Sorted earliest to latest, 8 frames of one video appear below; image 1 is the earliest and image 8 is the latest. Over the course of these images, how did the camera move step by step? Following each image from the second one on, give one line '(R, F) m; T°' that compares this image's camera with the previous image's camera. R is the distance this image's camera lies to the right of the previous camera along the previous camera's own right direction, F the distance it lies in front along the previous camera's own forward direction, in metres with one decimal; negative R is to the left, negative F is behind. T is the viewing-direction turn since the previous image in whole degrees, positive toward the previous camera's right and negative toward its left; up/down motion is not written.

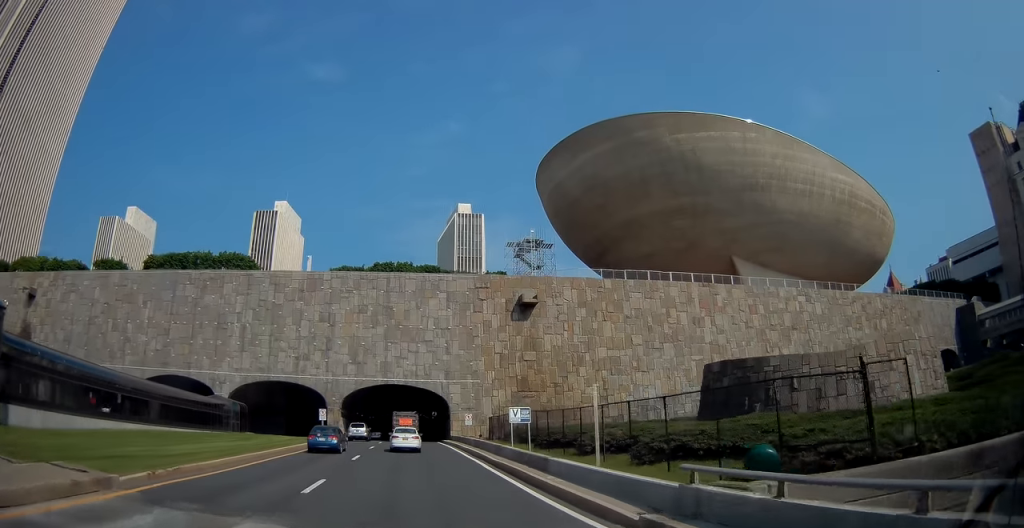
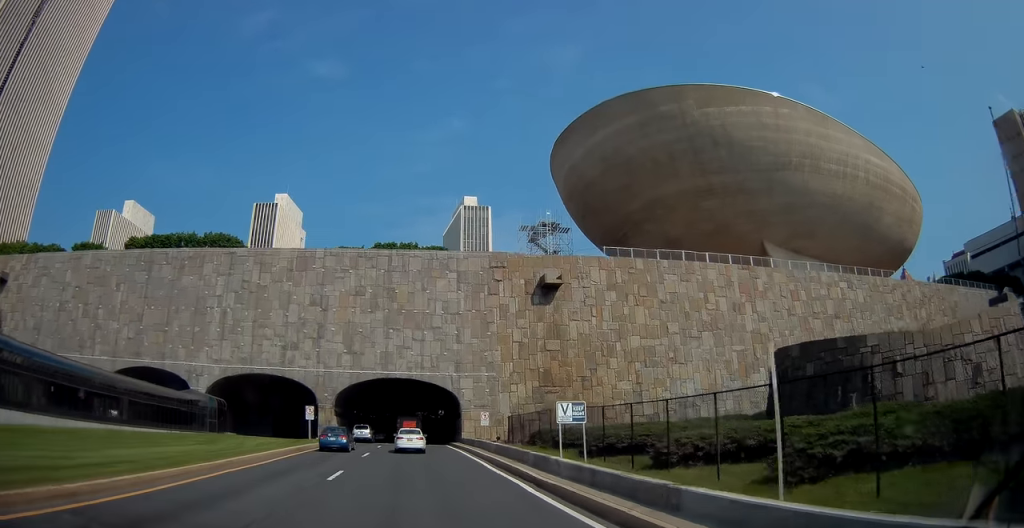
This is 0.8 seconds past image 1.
(0.0, +8.7) m; -1°
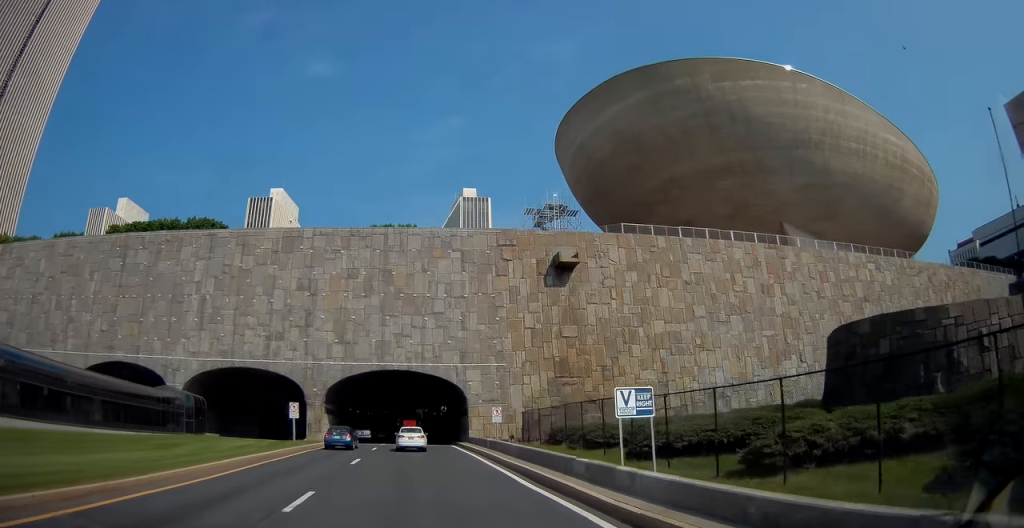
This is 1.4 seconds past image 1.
(-0.1, +6.1) m; -1°
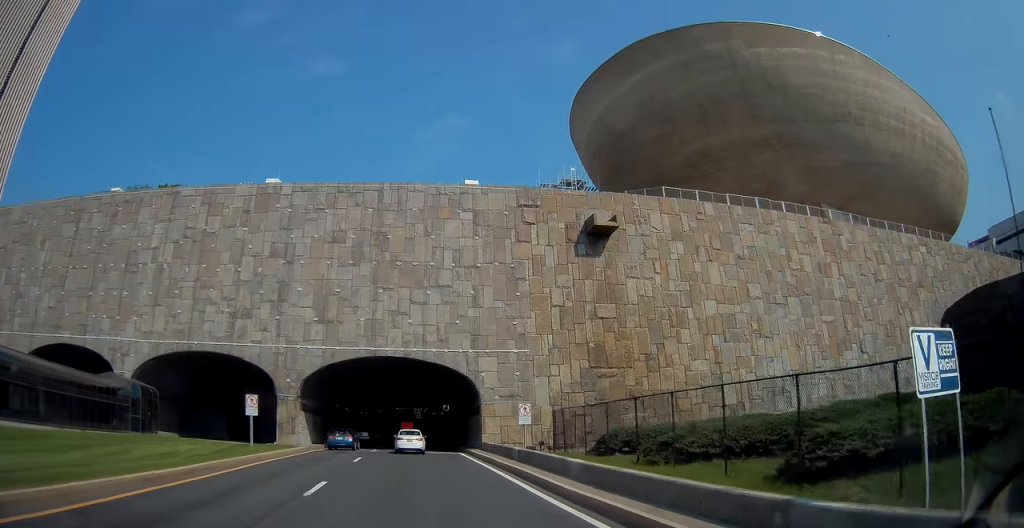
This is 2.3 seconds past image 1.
(0.0, +9.8) m; +1°
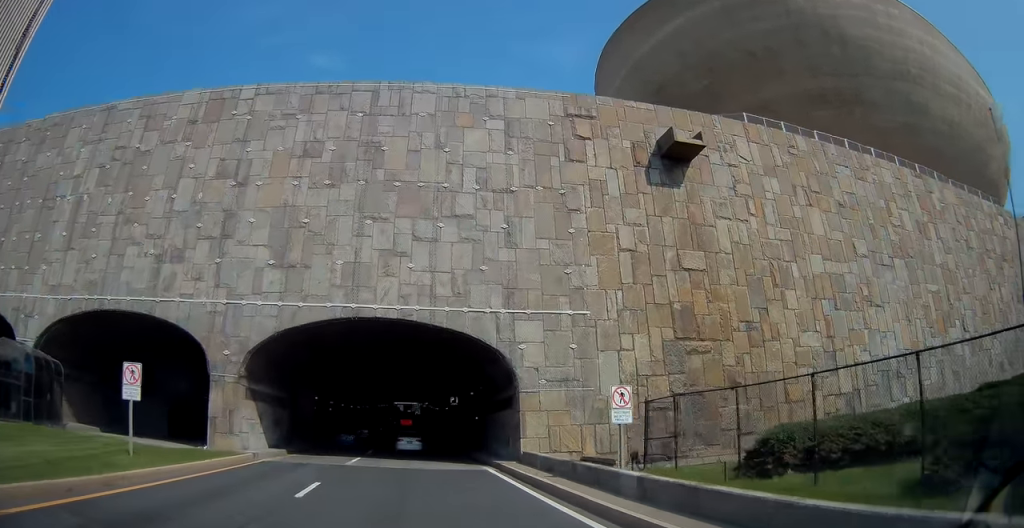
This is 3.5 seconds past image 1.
(+0.1, +12.6) m; 0°
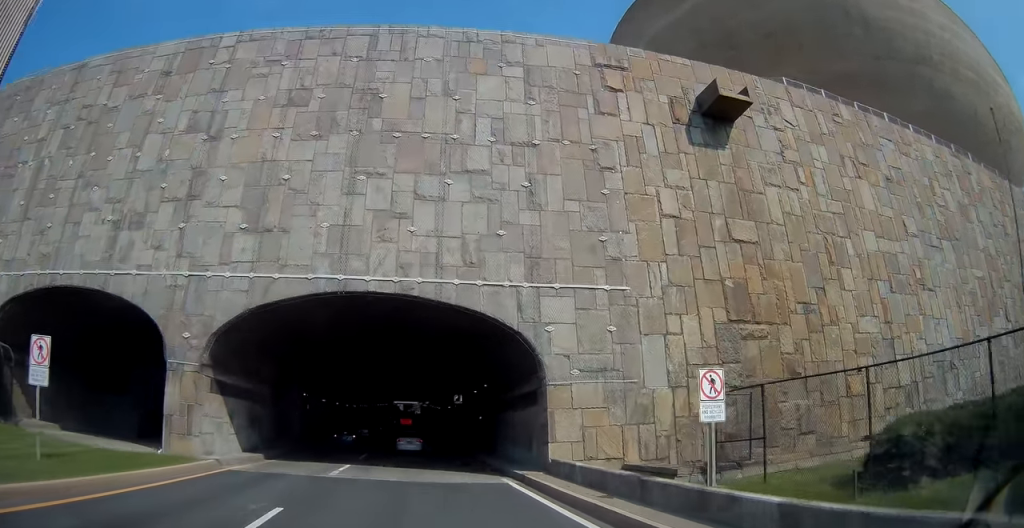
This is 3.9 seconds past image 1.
(-0.1, +4.6) m; 0°
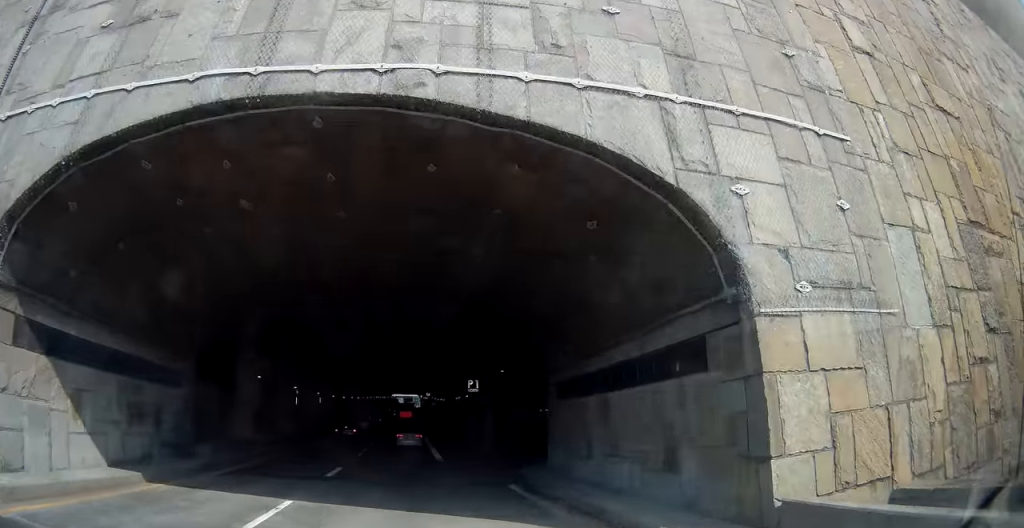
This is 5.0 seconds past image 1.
(-0.1, +11.9) m; -1°
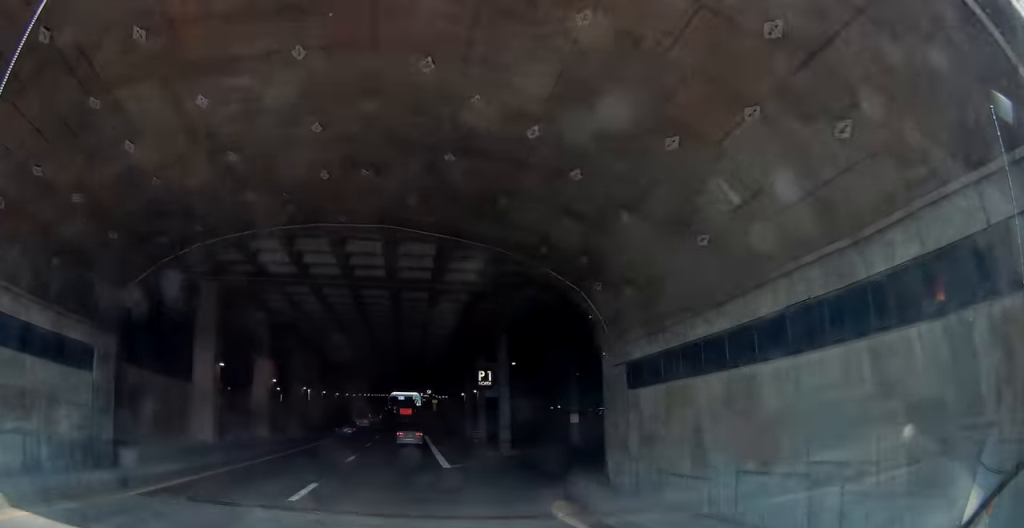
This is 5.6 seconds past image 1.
(0.0, +5.8) m; 0°
